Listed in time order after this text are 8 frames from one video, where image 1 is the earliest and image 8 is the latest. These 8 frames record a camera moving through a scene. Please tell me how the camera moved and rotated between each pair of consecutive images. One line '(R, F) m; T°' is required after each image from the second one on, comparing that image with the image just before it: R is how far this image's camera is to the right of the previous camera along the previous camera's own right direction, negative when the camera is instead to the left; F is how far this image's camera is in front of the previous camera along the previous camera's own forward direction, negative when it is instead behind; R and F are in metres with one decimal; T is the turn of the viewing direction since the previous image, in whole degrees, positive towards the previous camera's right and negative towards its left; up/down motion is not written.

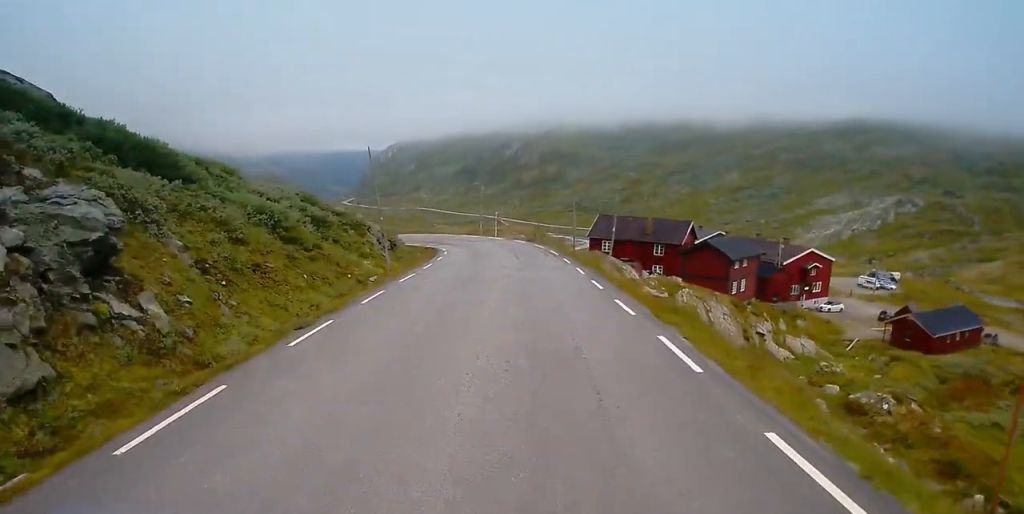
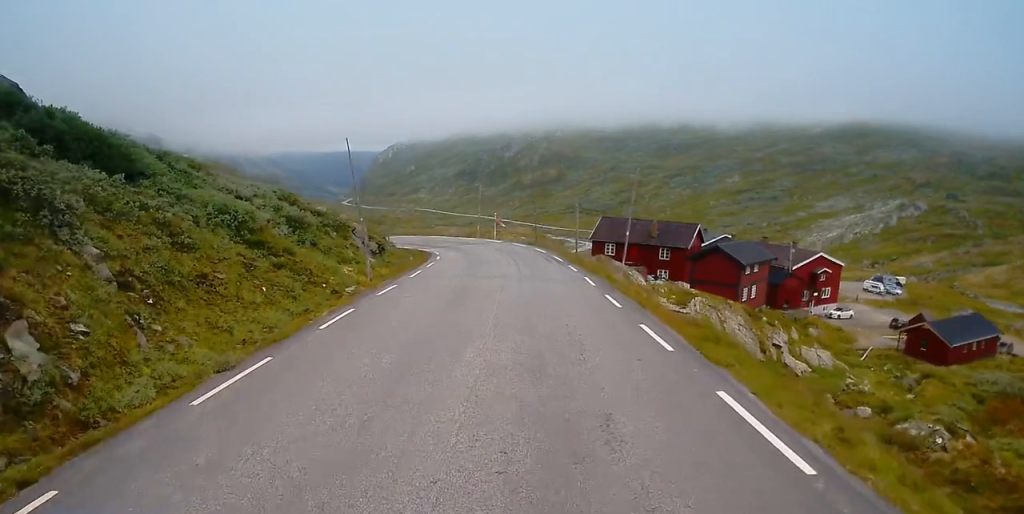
(0.0, +4.2) m; 0°
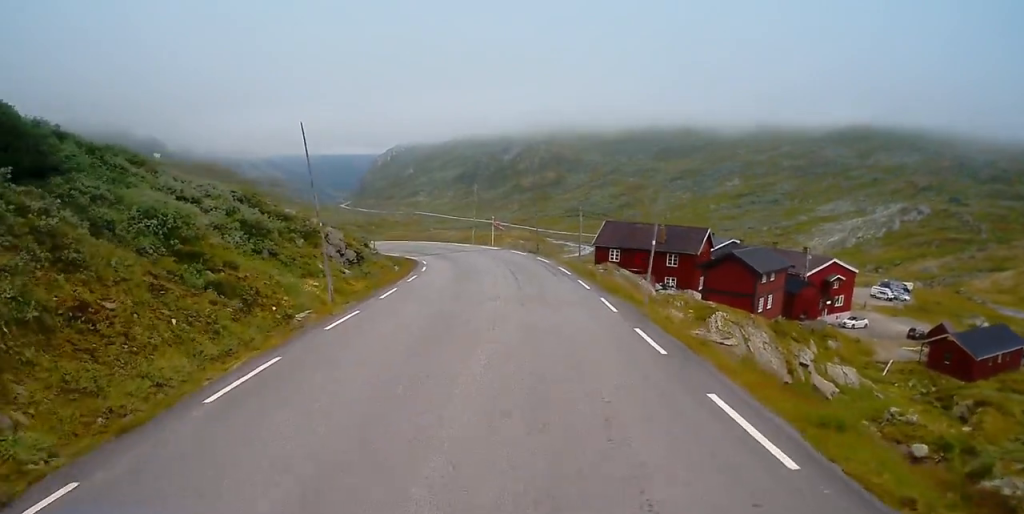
(0.0, +5.8) m; +1°
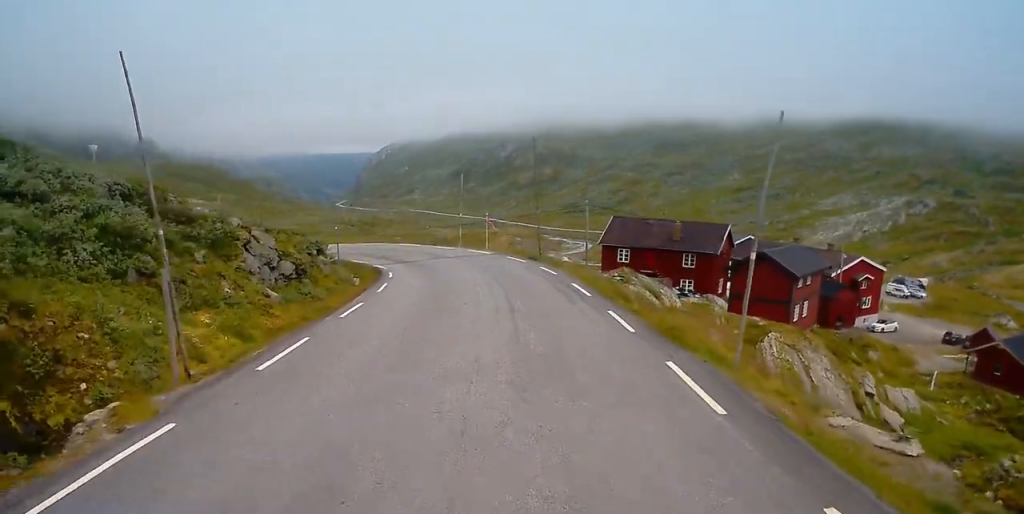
(+0.1, +10.0) m; -2°
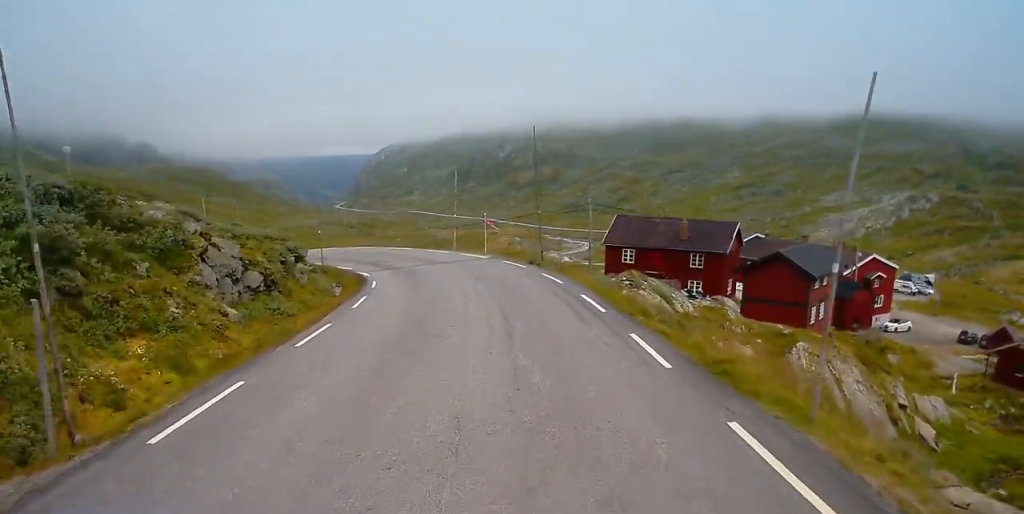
(-0.2, +3.4) m; -1°
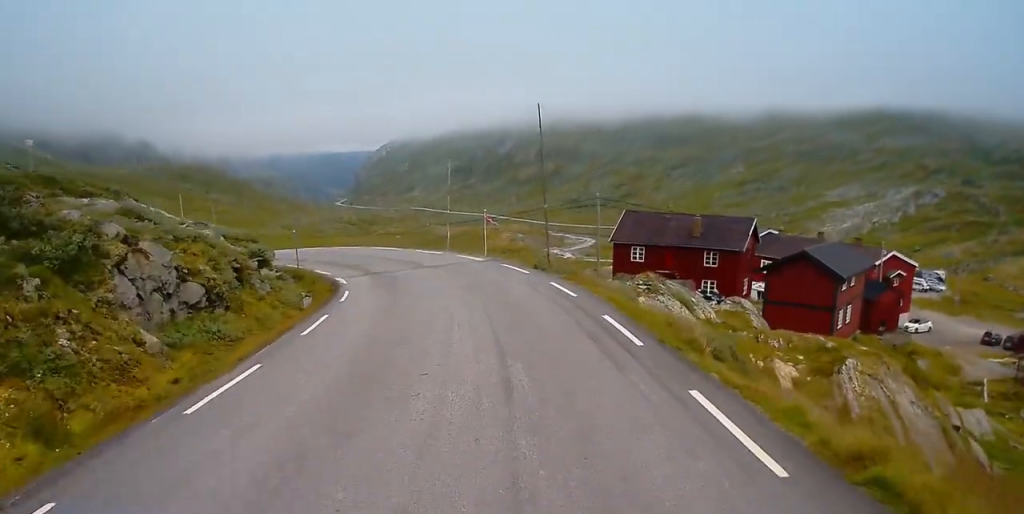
(-0.1, +4.7) m; -1°
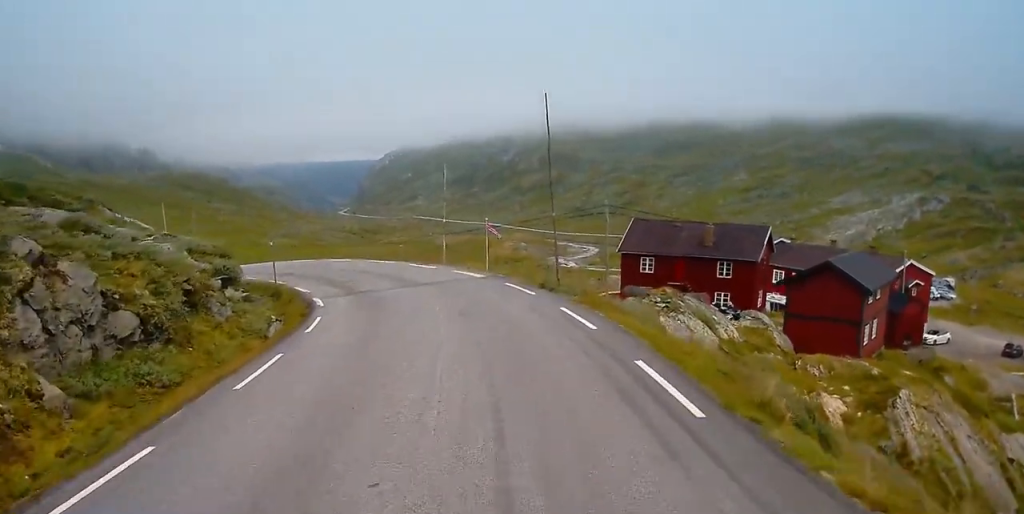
(+0.1, +3.7) m; 0°
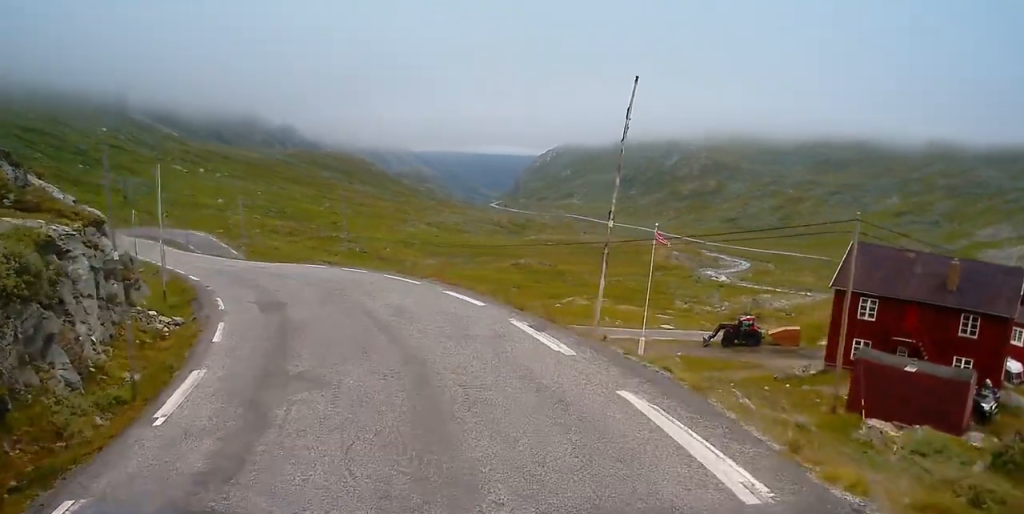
(-1.5, +19.8) m; -17°
